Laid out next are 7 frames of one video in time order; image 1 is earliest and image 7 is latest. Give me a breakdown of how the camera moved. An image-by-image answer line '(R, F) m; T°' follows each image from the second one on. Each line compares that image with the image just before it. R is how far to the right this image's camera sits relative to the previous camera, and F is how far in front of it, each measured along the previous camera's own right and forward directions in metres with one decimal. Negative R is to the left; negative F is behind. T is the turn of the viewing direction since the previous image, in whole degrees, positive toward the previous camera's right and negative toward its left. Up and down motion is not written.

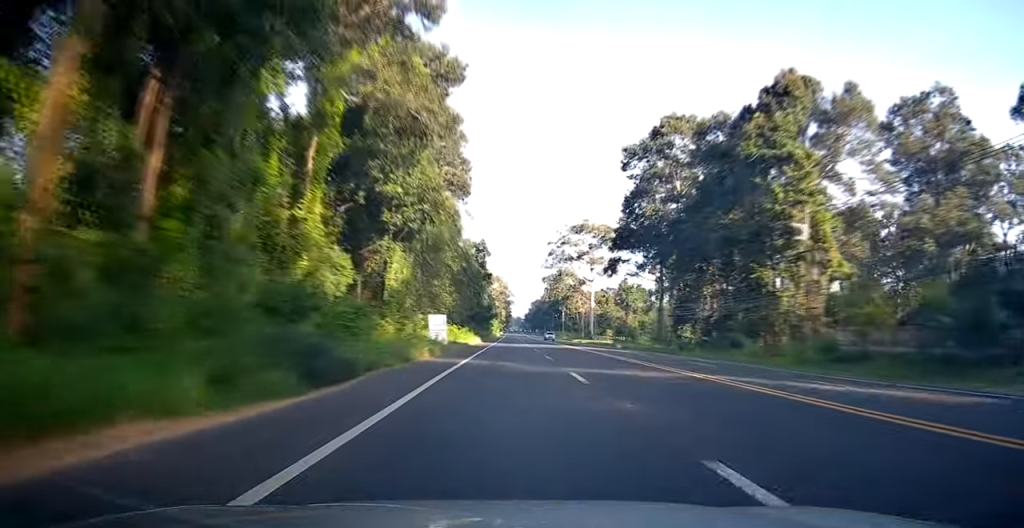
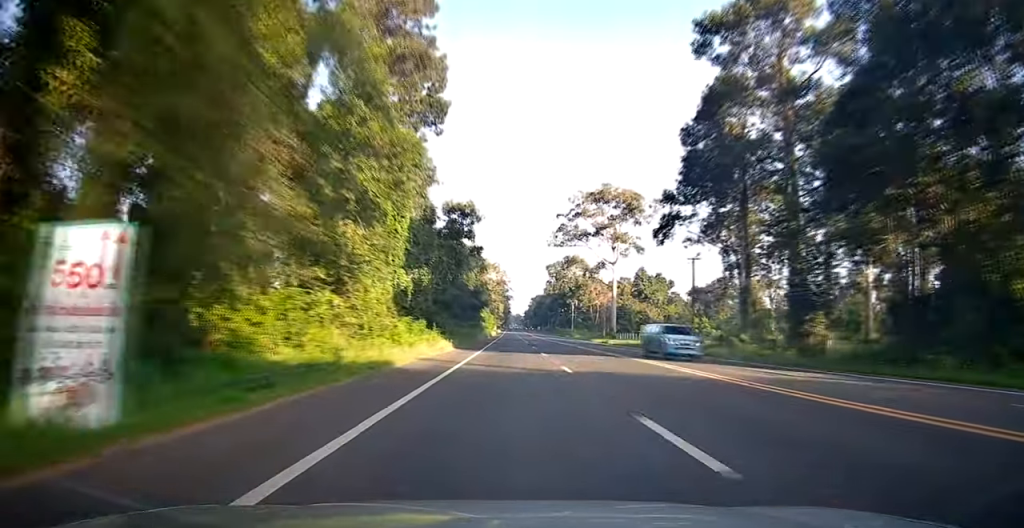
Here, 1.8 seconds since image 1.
(+0.9, +32.9) m; +1°
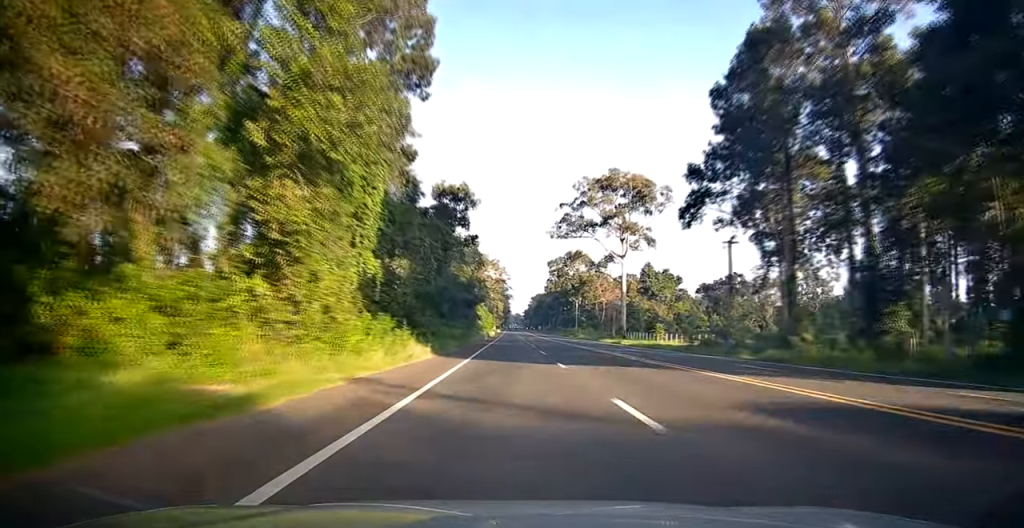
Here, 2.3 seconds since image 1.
(+0.1, +9.9) m; -1°
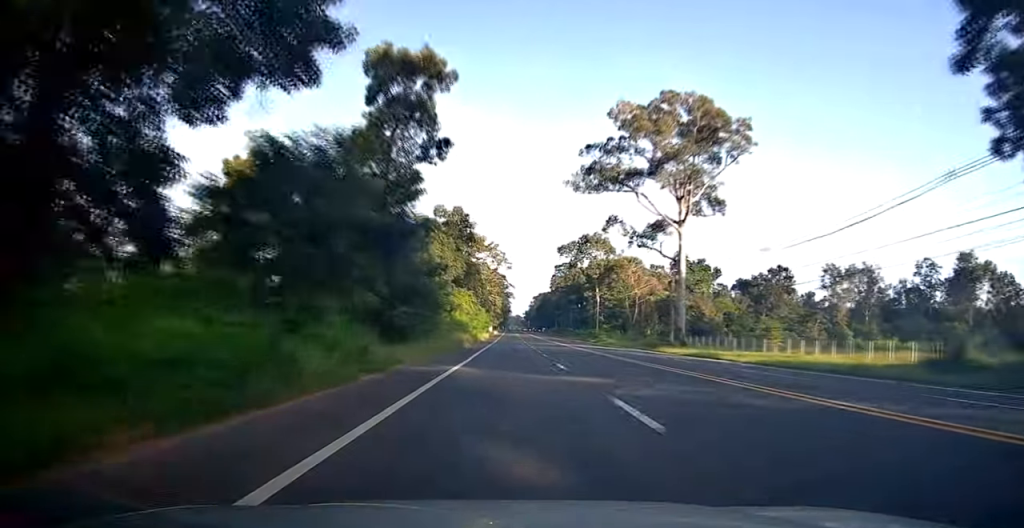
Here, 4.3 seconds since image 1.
(-0.5, +35.6) m; +1°
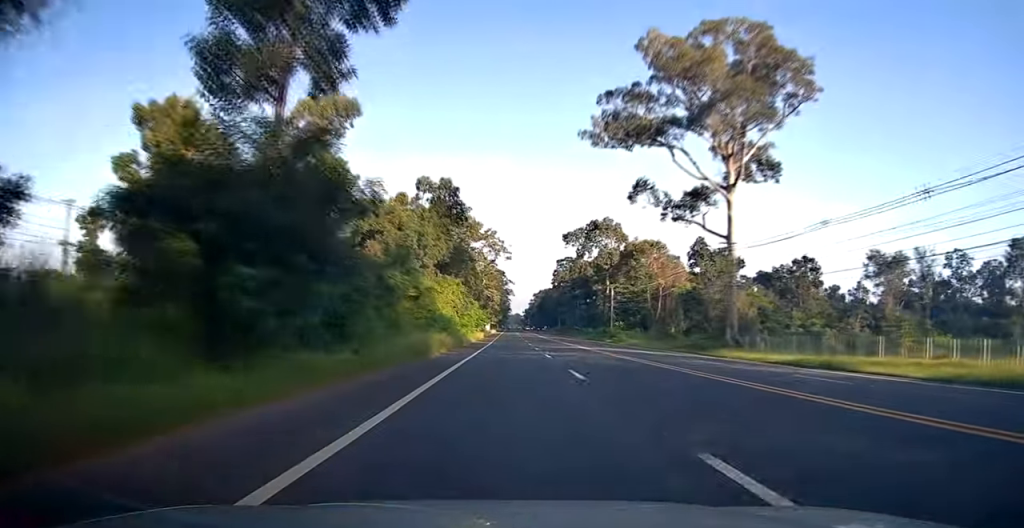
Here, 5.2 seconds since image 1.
(+0.2, +16.5) m; +1°
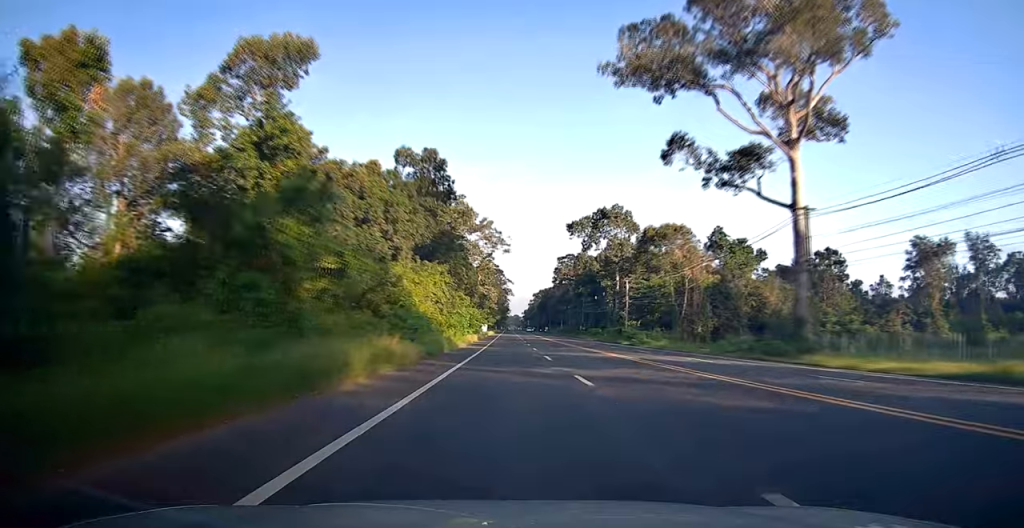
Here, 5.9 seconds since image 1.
(0.0, +13.5) m; -1°
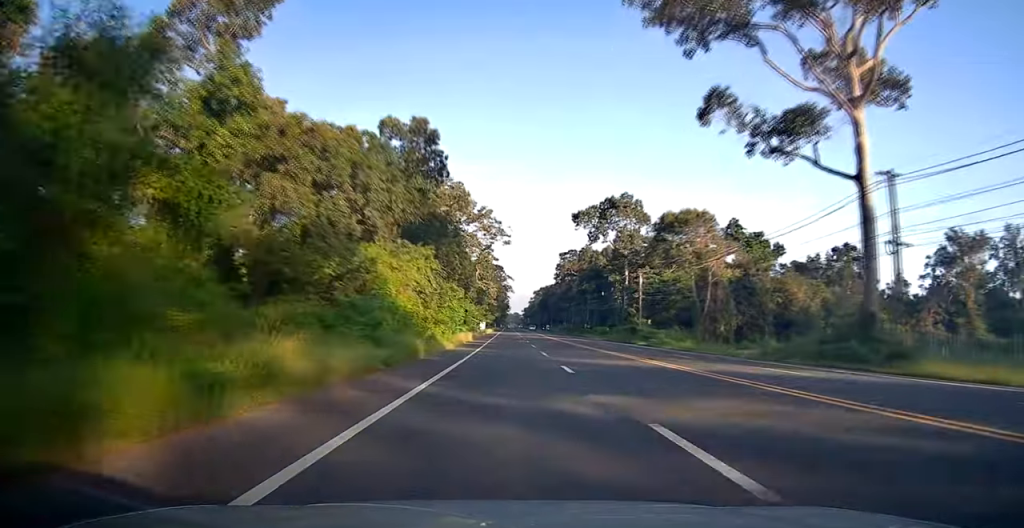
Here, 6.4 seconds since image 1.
(+0.2, +8.7) m; -1°
